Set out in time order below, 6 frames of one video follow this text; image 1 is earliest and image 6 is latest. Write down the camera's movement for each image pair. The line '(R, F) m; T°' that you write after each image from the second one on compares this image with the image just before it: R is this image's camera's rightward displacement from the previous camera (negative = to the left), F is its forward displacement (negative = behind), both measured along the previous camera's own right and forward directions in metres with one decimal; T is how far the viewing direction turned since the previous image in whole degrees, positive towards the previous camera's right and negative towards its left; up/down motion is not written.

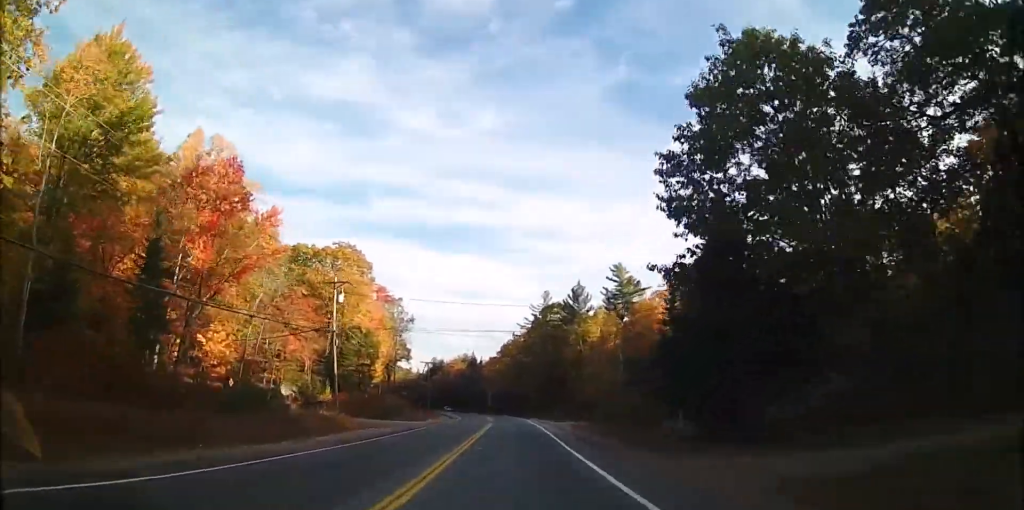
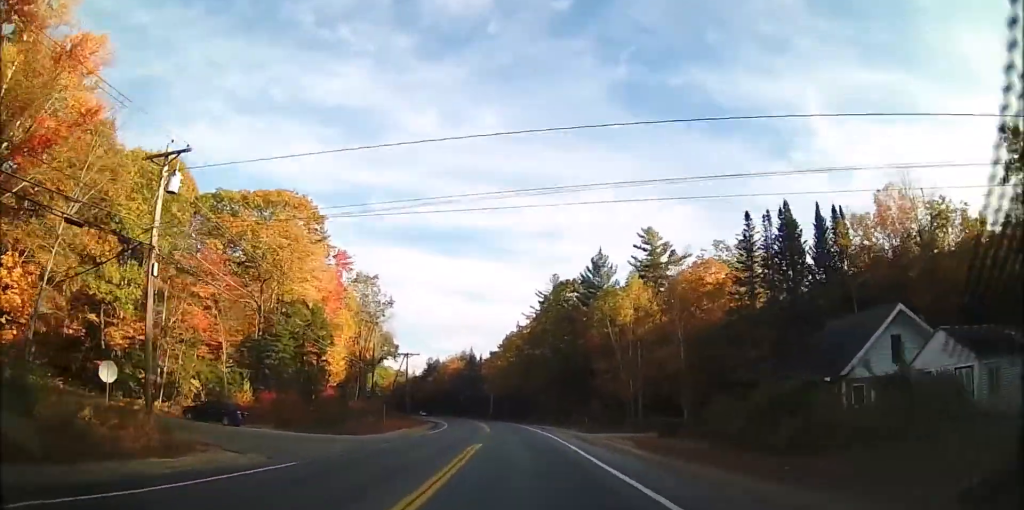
(+0.2, +22.0) m; 0°
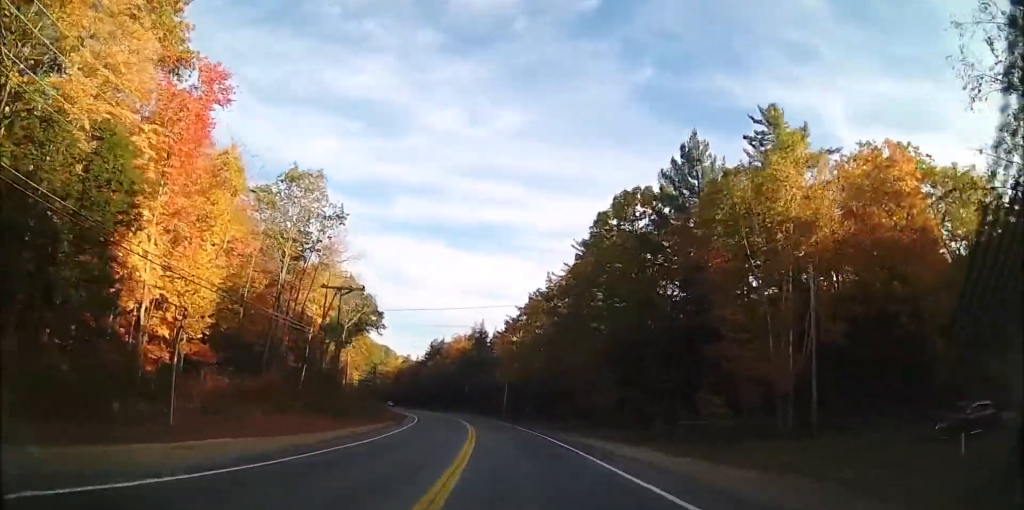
(0.0, +35.2) m; -2°
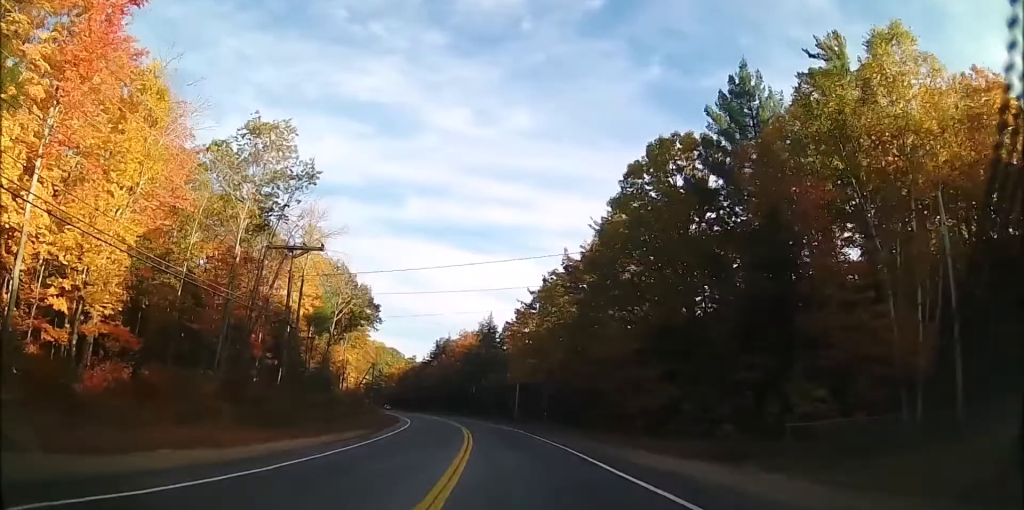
(-0.5, +10.5) m; -1°
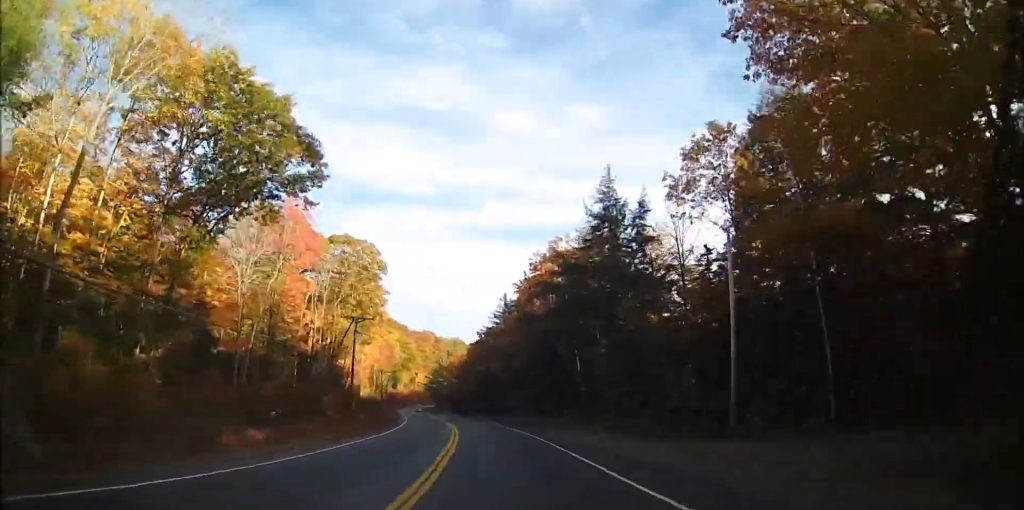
(-3.5, +59.2) m; -8°
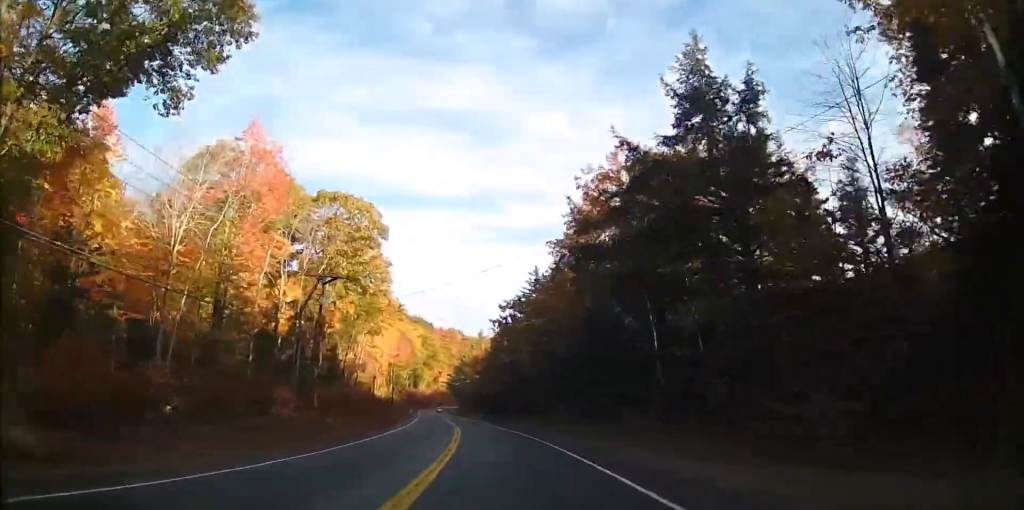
(-0.4, +15.8) m; -4°
